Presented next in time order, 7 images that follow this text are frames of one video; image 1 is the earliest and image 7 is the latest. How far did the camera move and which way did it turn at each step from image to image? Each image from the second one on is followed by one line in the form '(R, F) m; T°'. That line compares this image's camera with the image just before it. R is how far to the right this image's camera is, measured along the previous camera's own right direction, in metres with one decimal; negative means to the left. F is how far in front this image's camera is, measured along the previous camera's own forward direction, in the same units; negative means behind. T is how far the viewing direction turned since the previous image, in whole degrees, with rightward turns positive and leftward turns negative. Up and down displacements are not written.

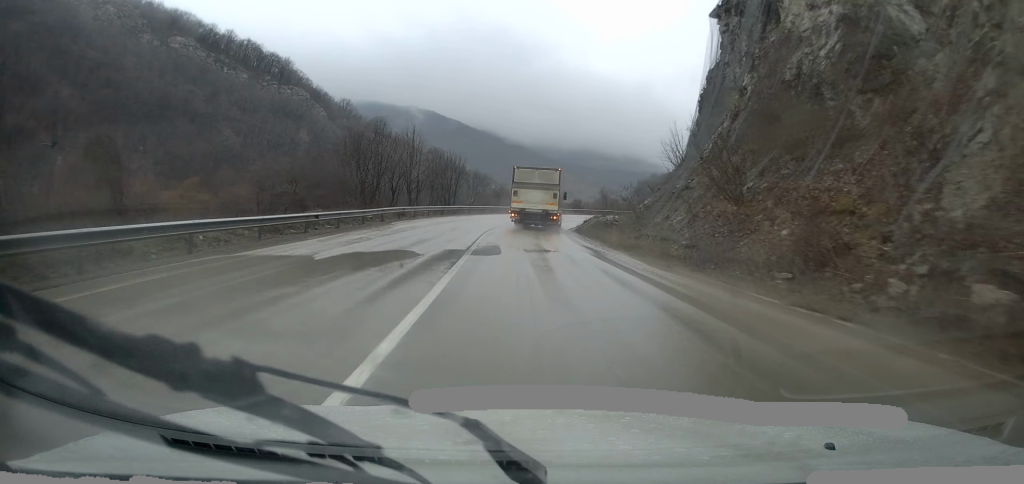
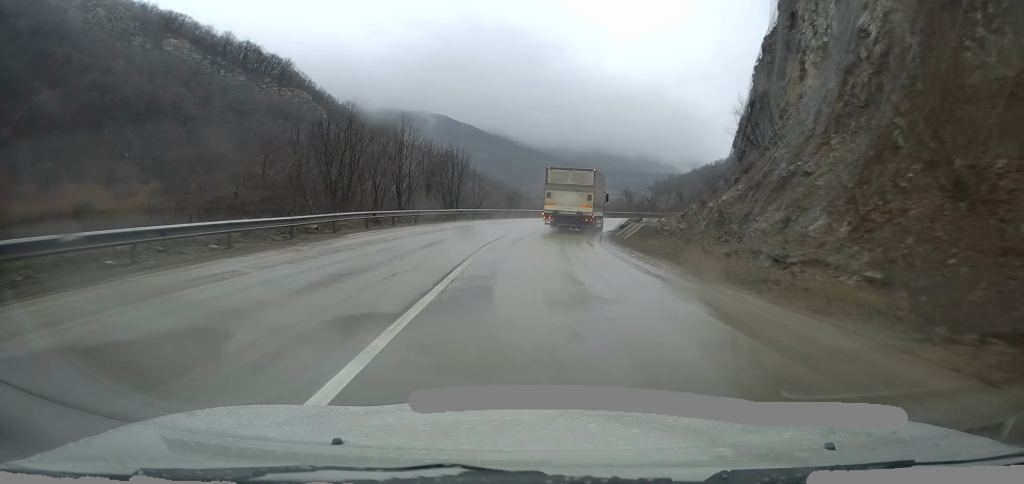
(-0.3, +11.2) m; -3°
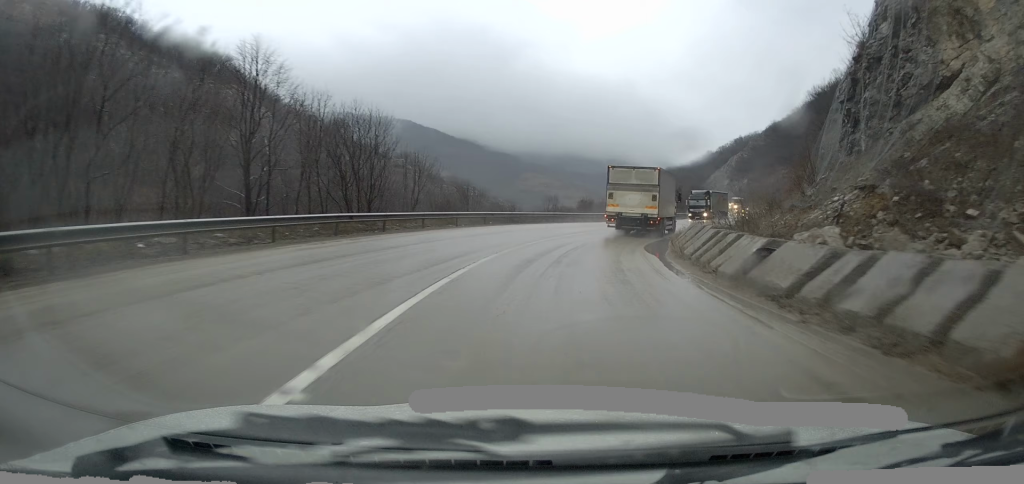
(-0.2, +23.5) m; +2°
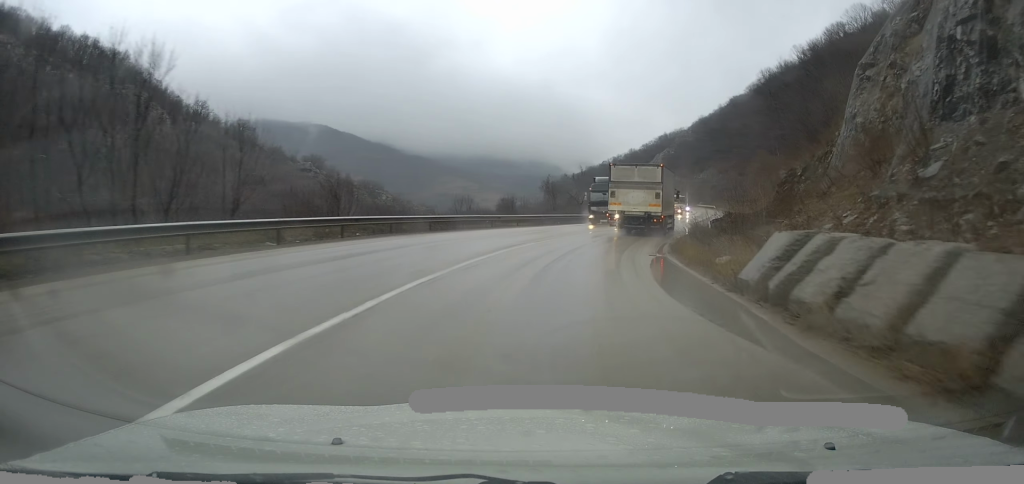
(+0.5, +15.0) m; +6°
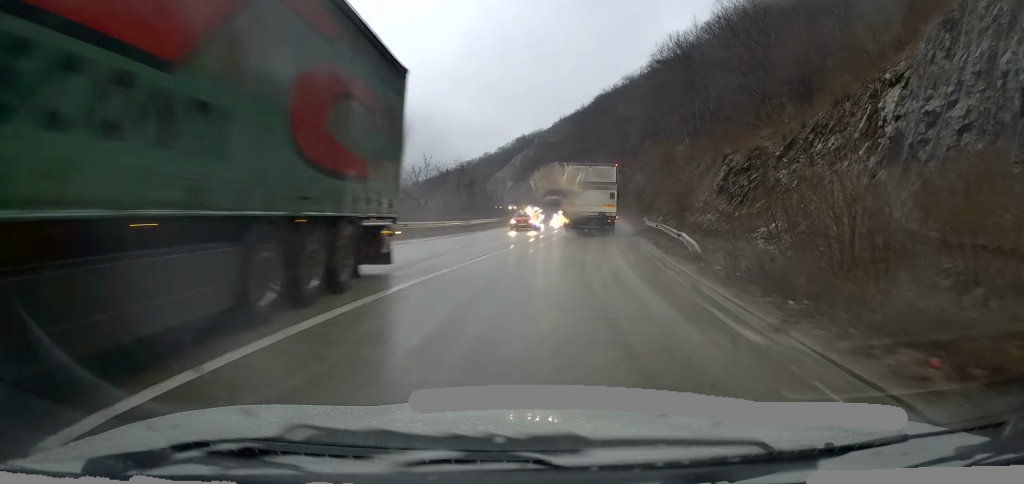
(+2.4, +22.8) m; +12°
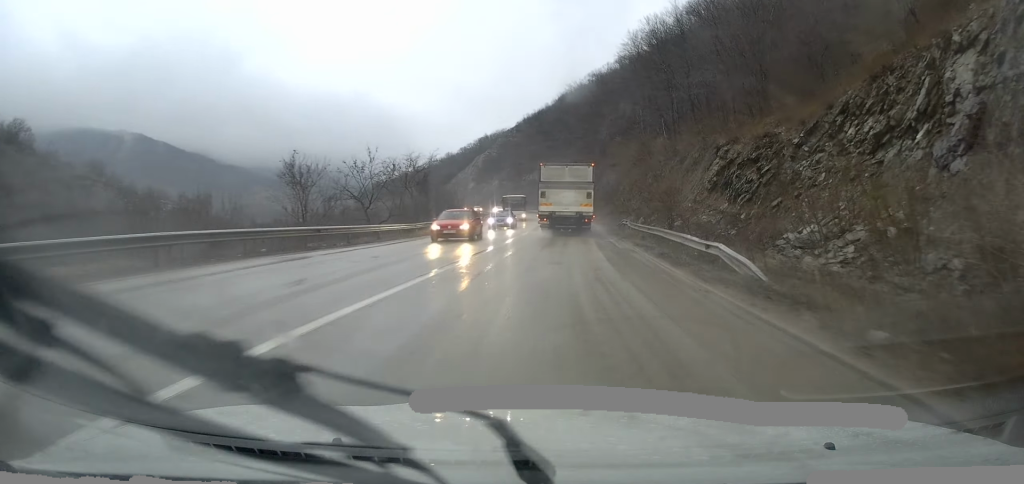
(+0.3, +7.2) m; +3°
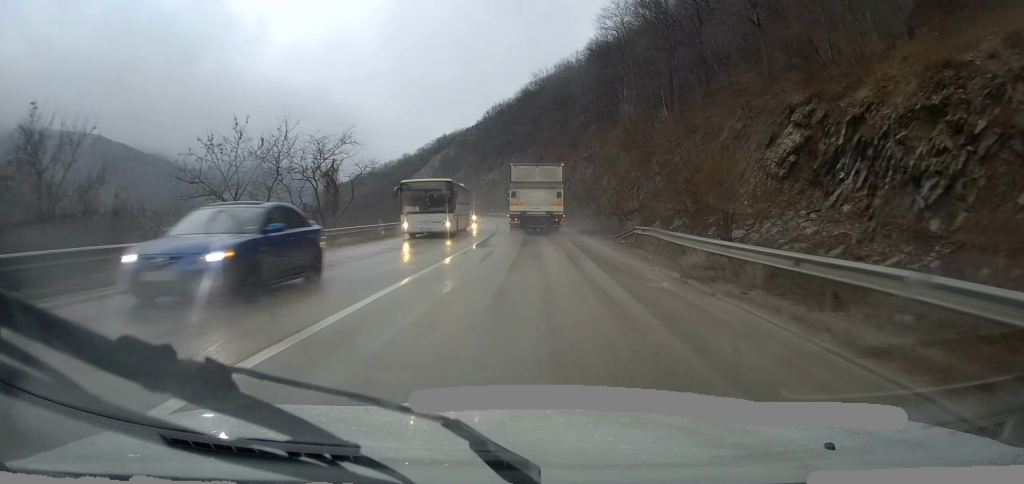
(+0.9, +17.6) m; +4°
